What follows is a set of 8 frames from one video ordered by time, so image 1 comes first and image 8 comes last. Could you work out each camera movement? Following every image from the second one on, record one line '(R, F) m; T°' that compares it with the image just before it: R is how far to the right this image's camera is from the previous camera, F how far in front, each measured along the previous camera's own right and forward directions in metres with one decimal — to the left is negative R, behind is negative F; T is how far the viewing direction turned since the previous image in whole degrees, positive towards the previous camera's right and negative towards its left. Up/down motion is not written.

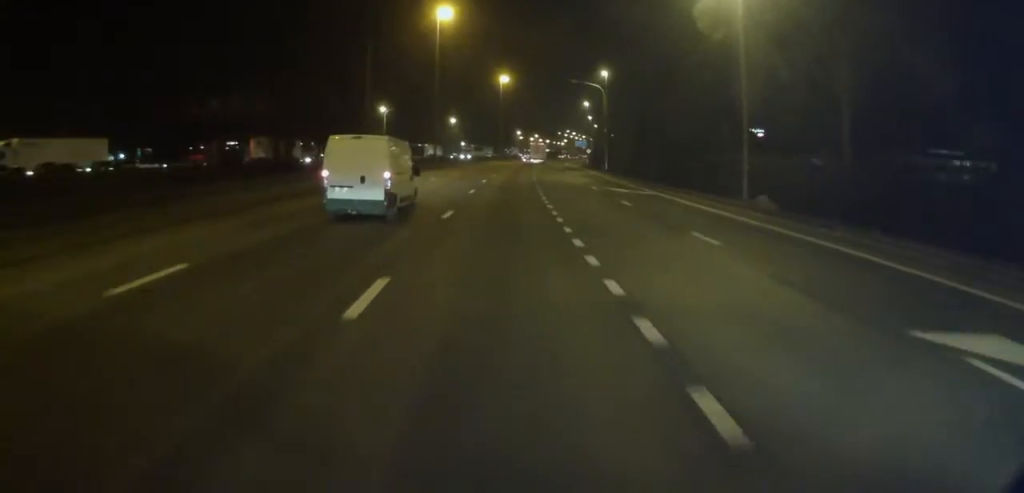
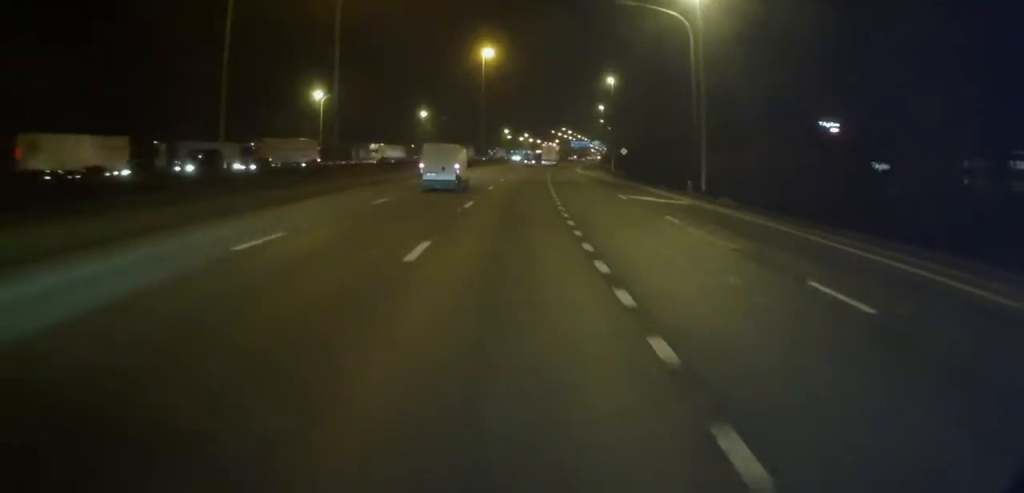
(+1.1, +44.8) m; +3°
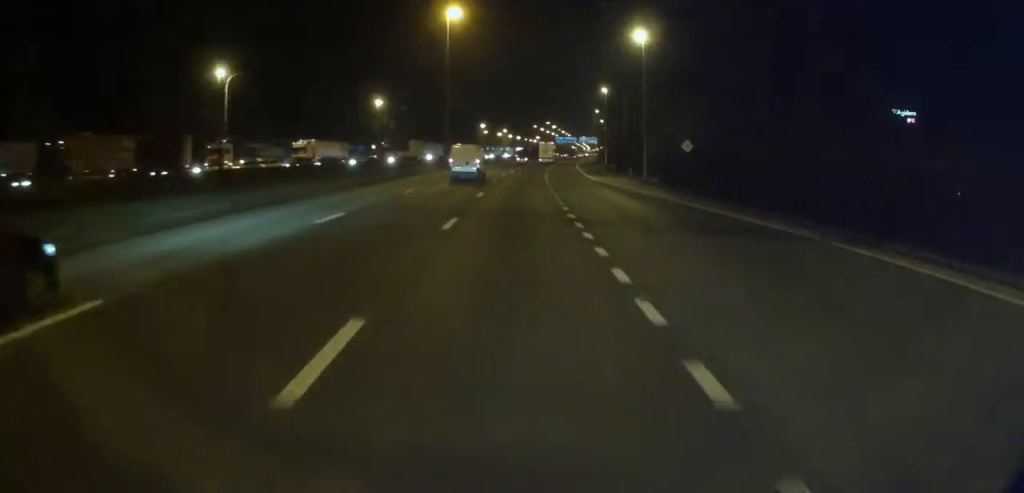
(+0.2, +32.3) m; +1°
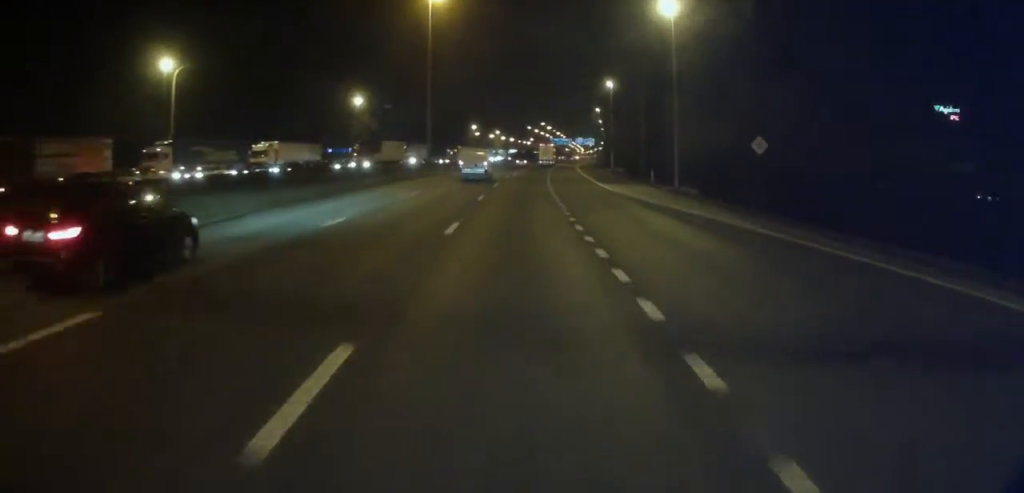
(+0.1, +12.6) m; 0°
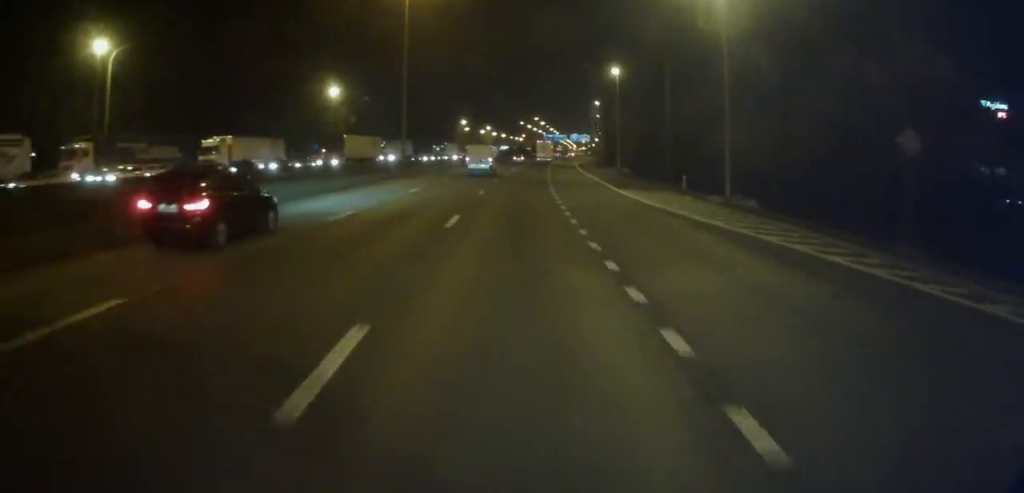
(0.0, +11.8) m; 0°
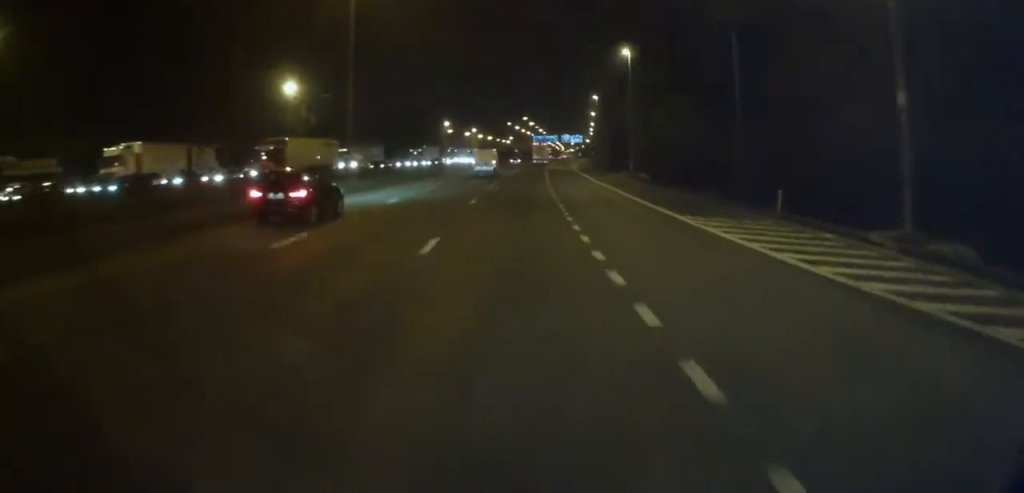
(-0.1, +16.6) m; +1°
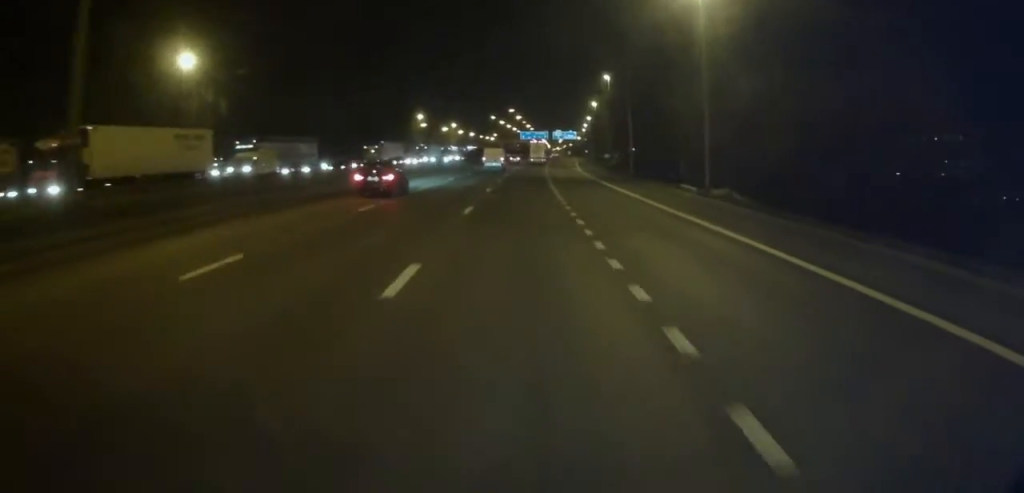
(+0.7, +29.2) m; +2°
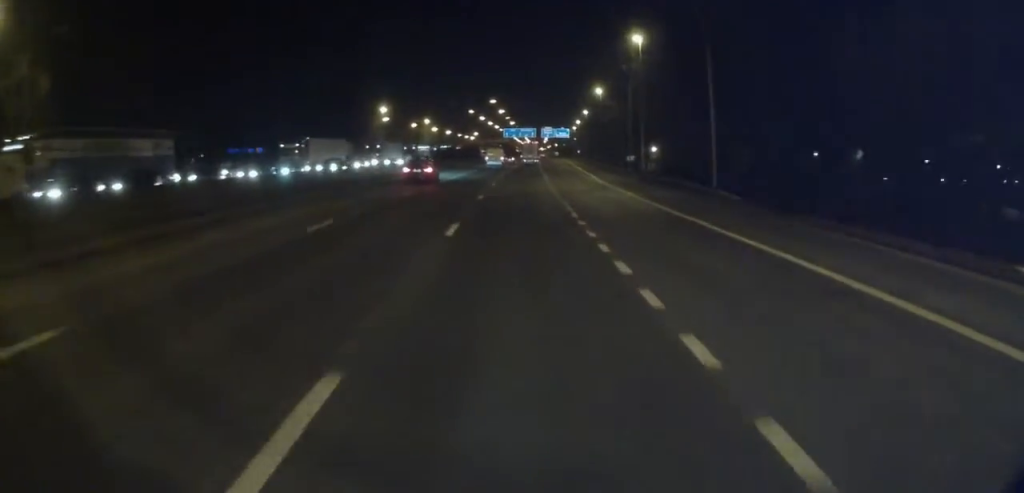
(+0.2, +30.8) m; +1°
